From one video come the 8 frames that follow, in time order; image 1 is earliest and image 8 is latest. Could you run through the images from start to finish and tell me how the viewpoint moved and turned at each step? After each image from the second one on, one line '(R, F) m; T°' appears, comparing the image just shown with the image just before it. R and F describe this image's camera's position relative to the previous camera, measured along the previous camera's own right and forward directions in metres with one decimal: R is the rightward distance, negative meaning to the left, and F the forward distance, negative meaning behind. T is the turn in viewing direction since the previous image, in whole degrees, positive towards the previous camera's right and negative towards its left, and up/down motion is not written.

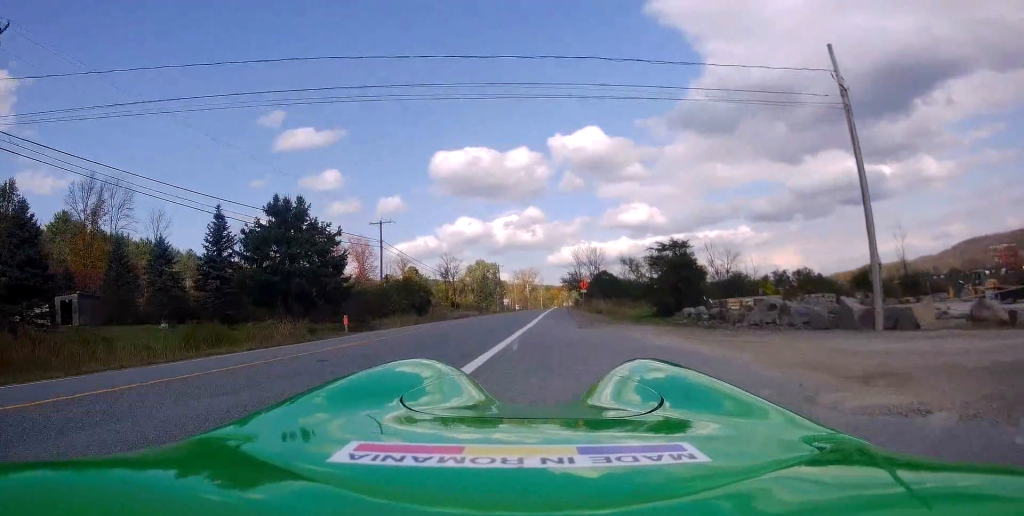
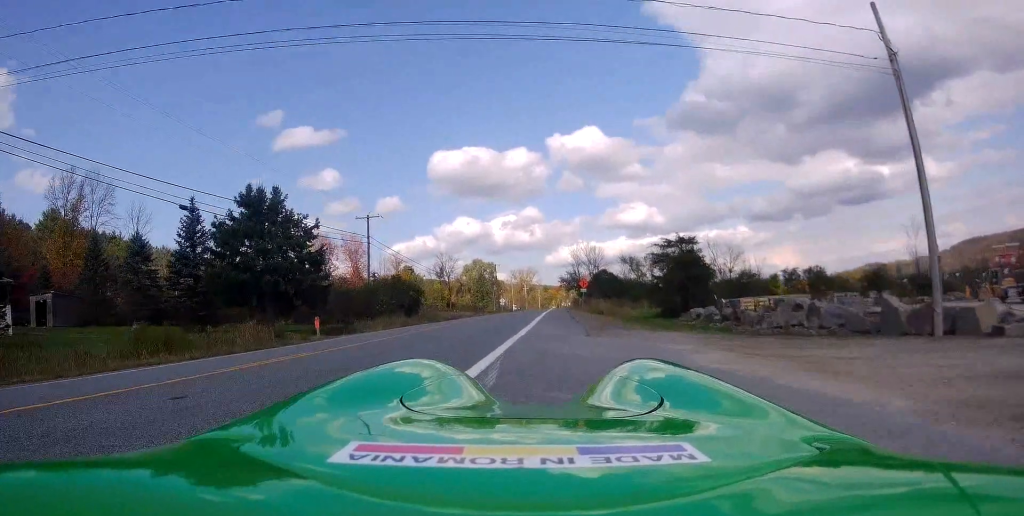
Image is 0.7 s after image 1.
(+0.1, +3.7) m; +2°
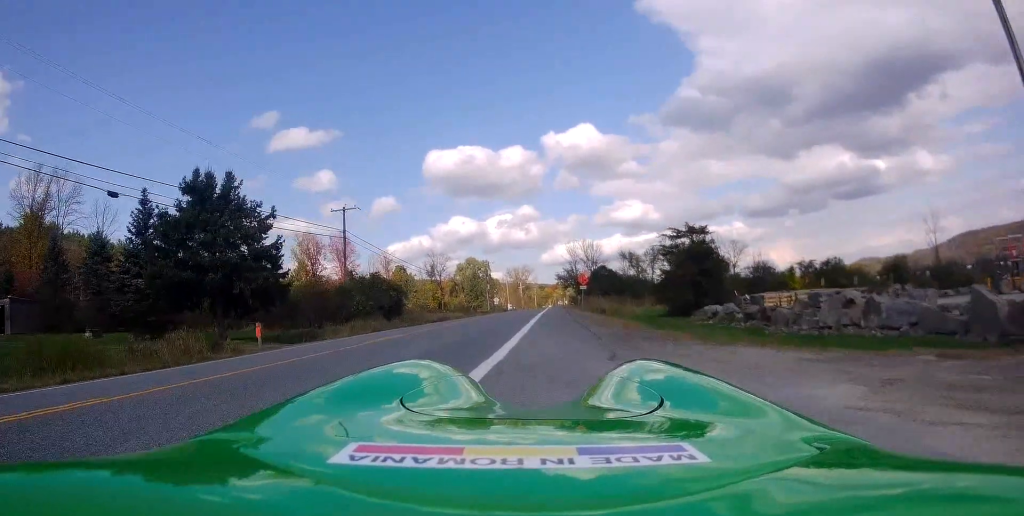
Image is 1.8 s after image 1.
(0.0, +5.5) m; 0°
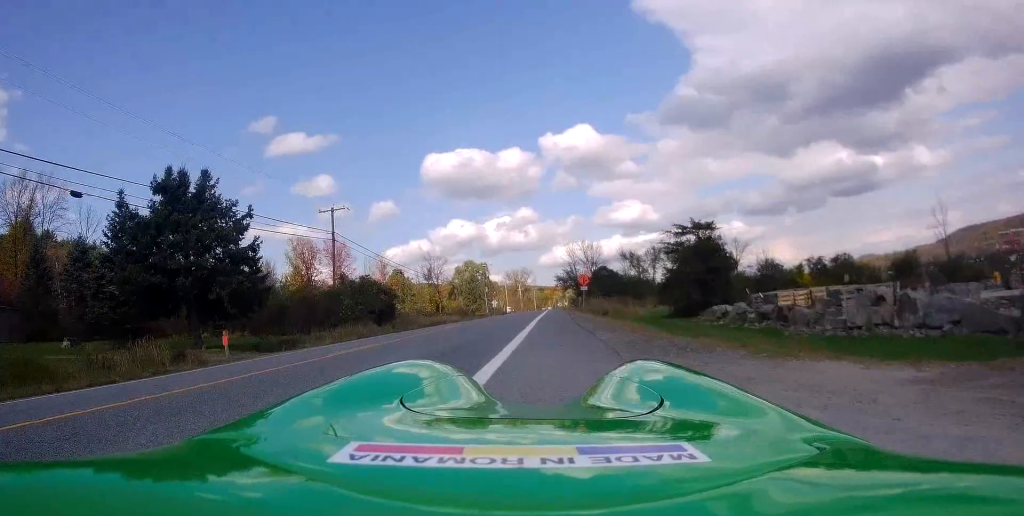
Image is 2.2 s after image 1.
(0.0, +2.3) m; 0°
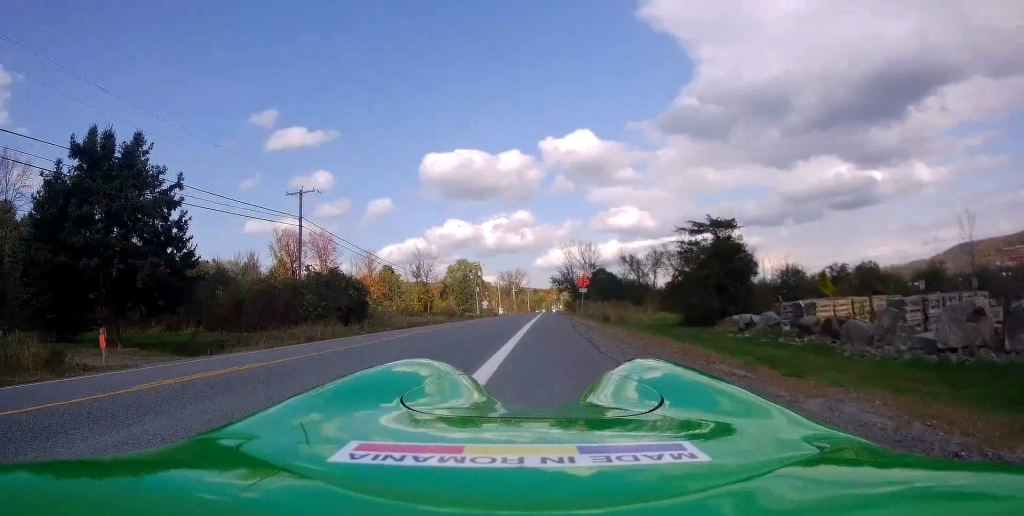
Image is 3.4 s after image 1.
(0.0, +6.0) m; 0°
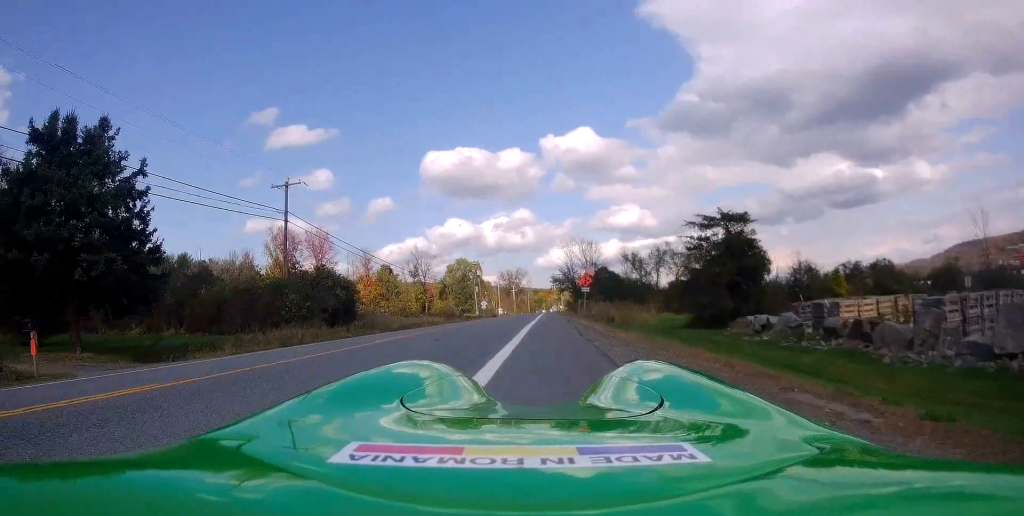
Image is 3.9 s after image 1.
(0.0, +2.6) m; 0°
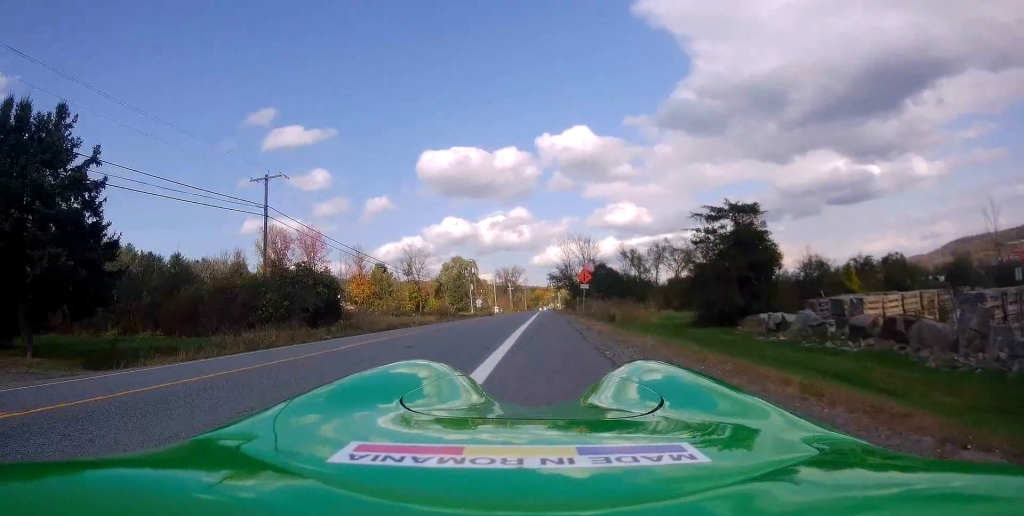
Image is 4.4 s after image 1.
(0.0, +2.6) m; 0°
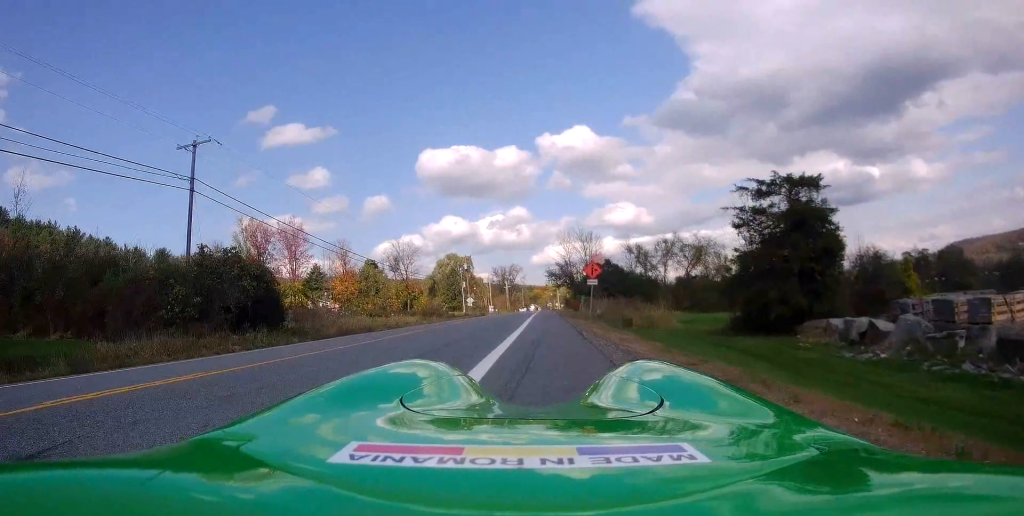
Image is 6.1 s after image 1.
(0.0, +8.7) m; 0°
